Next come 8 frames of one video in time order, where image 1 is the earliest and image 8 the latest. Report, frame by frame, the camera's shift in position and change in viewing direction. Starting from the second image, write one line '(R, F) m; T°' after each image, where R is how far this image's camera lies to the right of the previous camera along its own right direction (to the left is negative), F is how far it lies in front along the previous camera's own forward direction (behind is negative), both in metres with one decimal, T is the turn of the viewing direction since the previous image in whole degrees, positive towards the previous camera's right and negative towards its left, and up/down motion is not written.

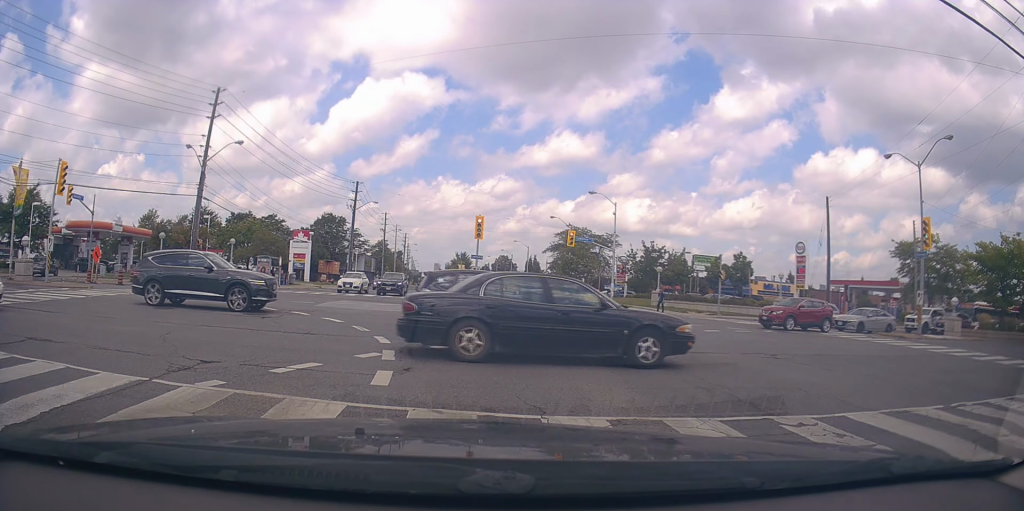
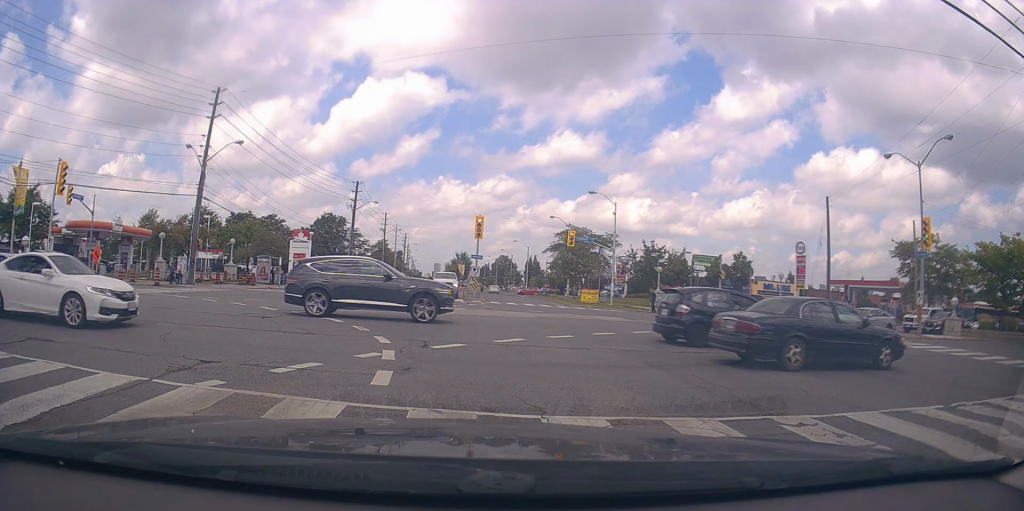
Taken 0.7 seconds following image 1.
(0.0, 0.0) m; 0°
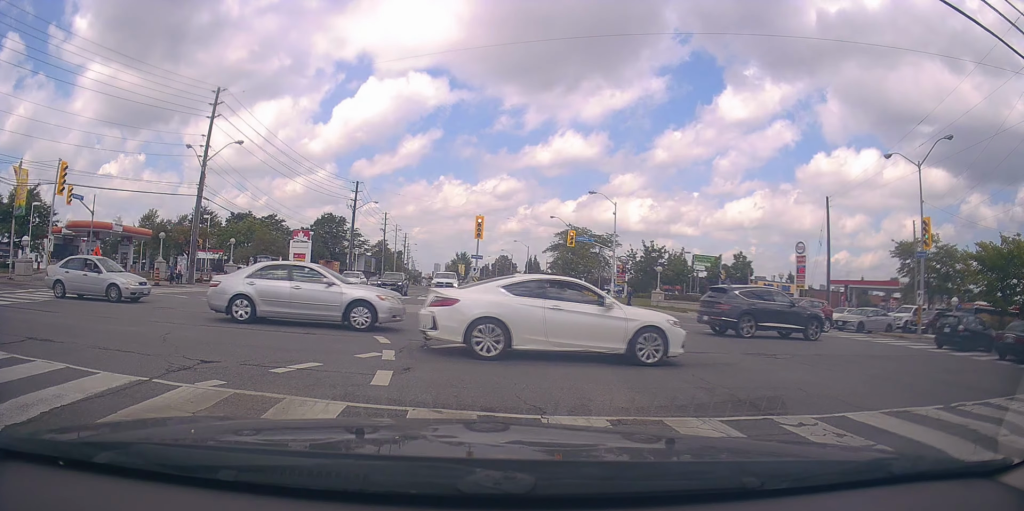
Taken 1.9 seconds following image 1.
(0.0, 0.0) m; 0°
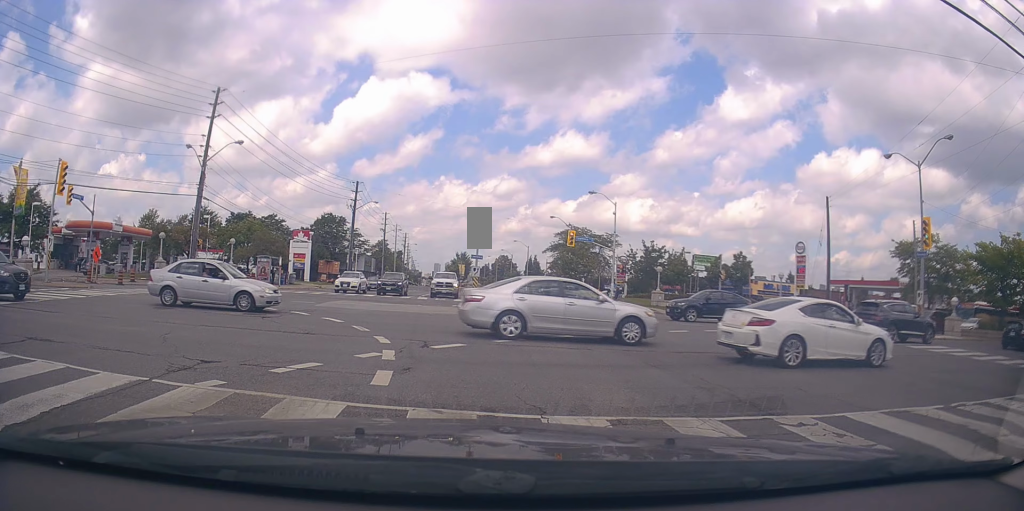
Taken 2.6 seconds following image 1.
(0.0, 0.0) m; 0°
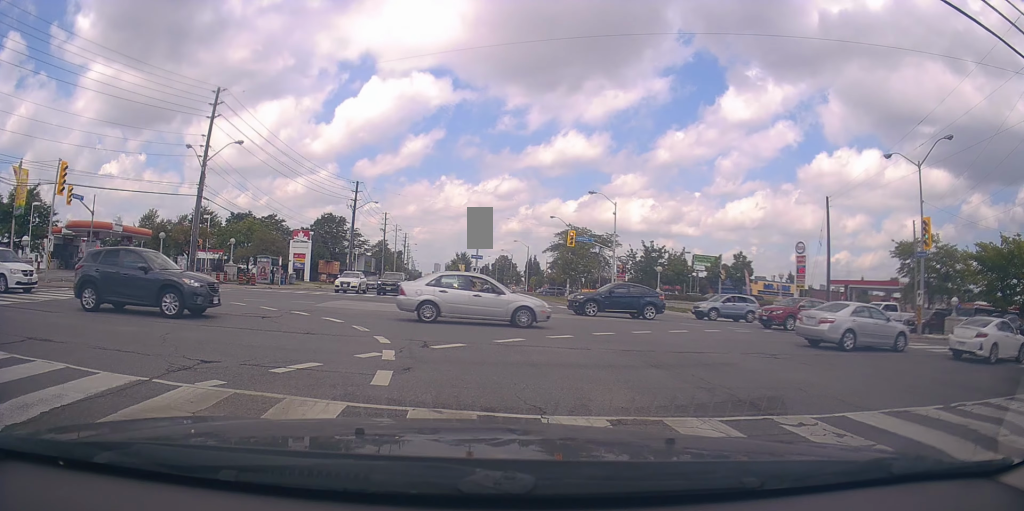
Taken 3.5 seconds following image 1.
(0.0, 0.0) m; 0°
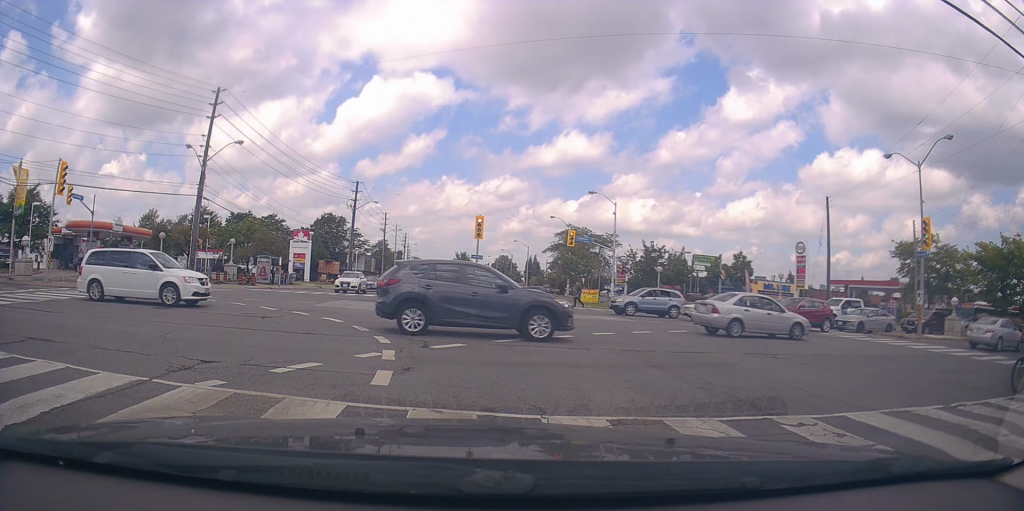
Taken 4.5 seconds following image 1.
(0.0, 0.0) m; 0°
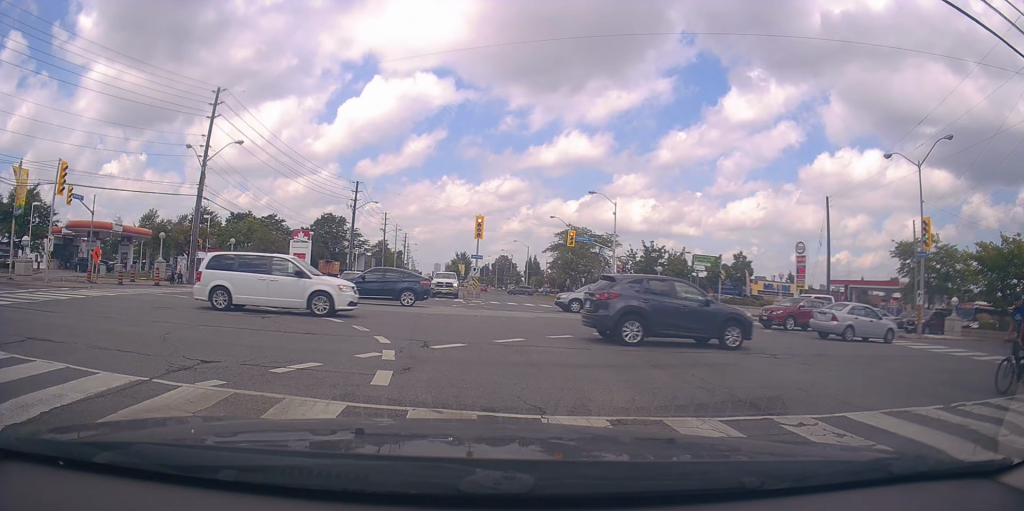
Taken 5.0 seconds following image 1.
(0.0, 0.0) m; 0°
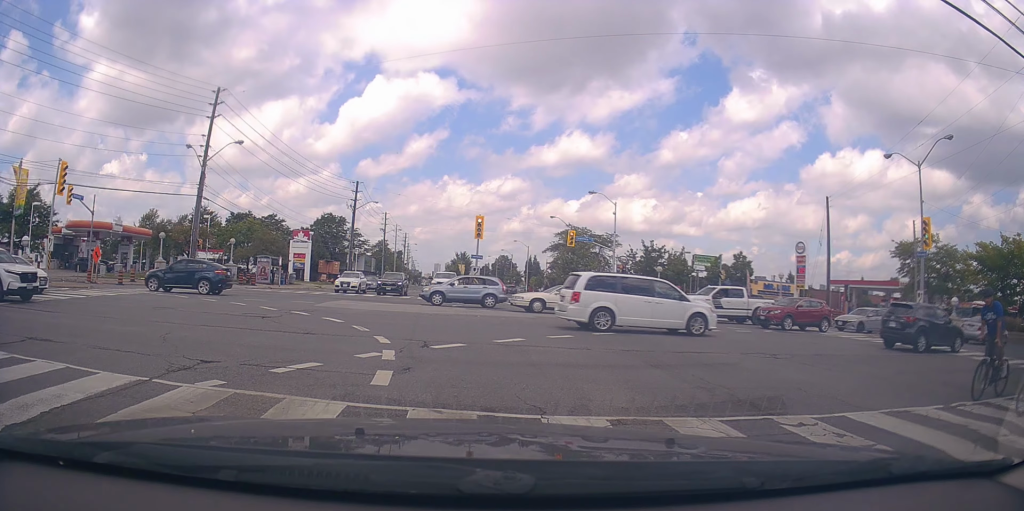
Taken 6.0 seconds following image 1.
(0.0, 0.0) m; 0°
